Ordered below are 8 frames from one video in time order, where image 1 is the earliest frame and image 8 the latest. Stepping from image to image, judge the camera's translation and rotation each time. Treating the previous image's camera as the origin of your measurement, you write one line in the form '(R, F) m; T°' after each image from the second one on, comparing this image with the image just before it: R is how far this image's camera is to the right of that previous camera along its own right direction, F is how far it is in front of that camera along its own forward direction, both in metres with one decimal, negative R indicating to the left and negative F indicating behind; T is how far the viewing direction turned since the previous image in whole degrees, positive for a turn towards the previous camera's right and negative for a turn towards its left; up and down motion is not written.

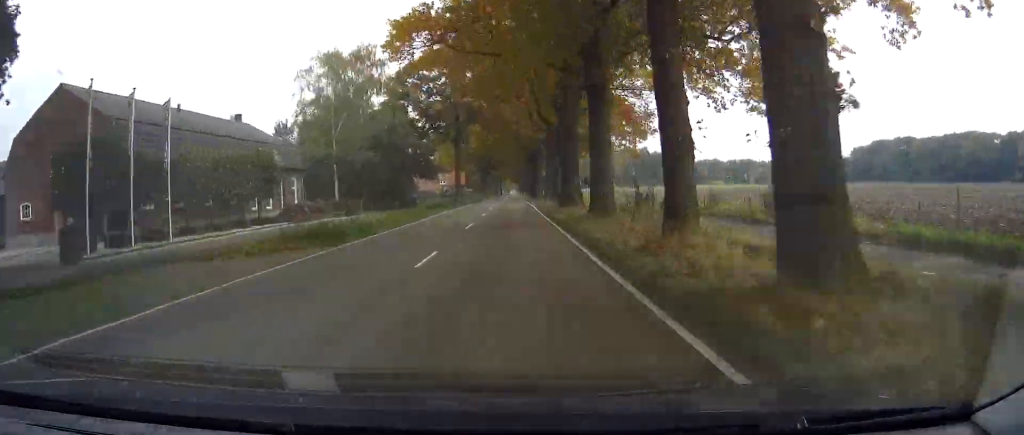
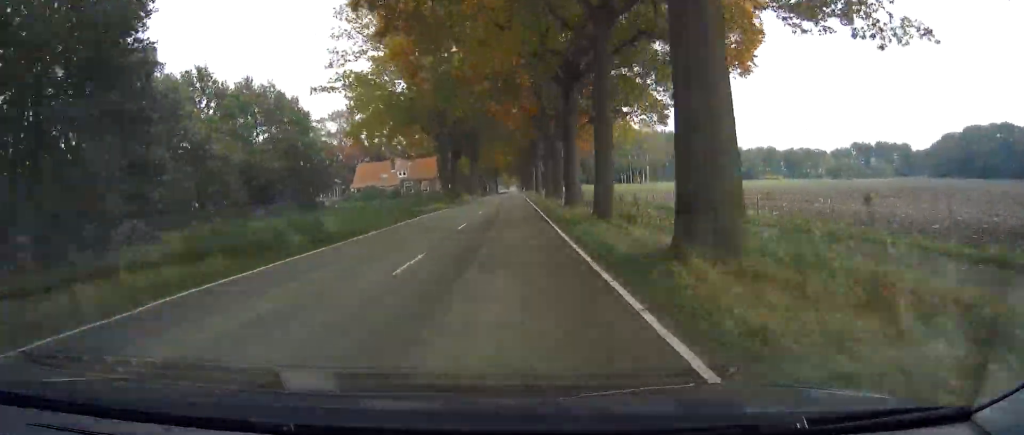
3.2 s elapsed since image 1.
(0.0, +73.0) m; 0°
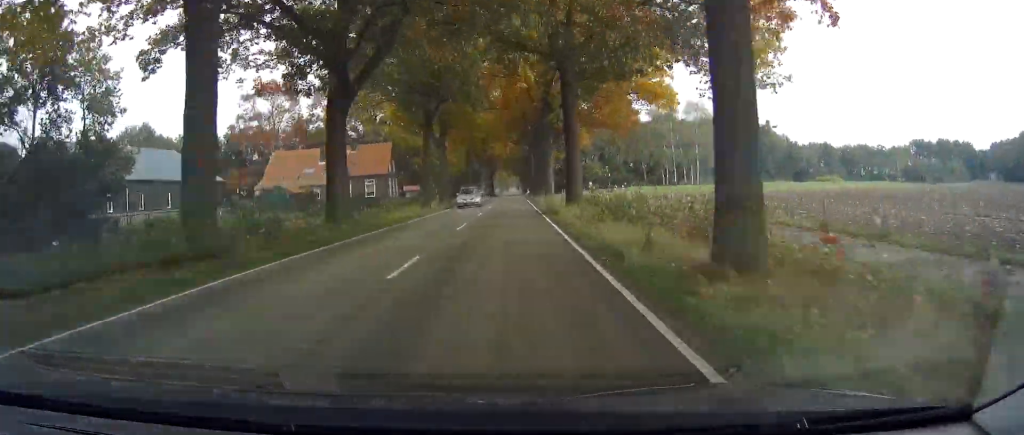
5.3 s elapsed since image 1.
(-0.3, +48.9) m; 0°
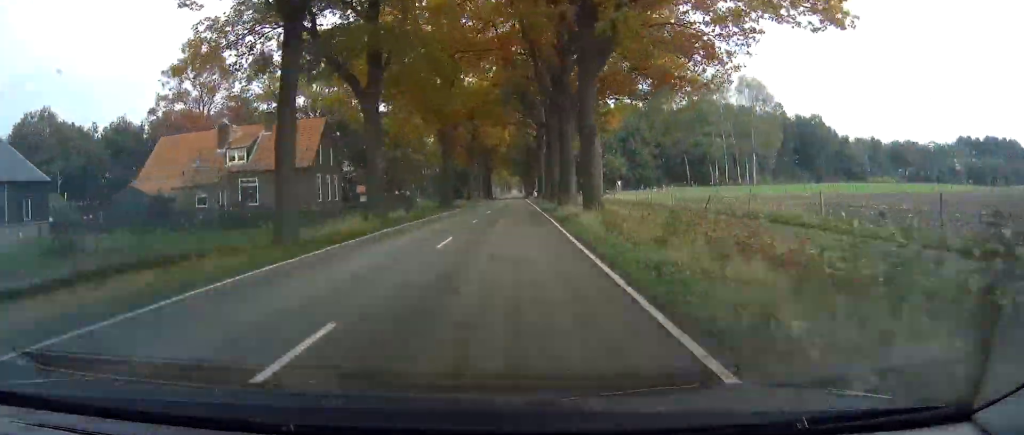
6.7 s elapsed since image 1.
(0.0, +30.7) m; 0°
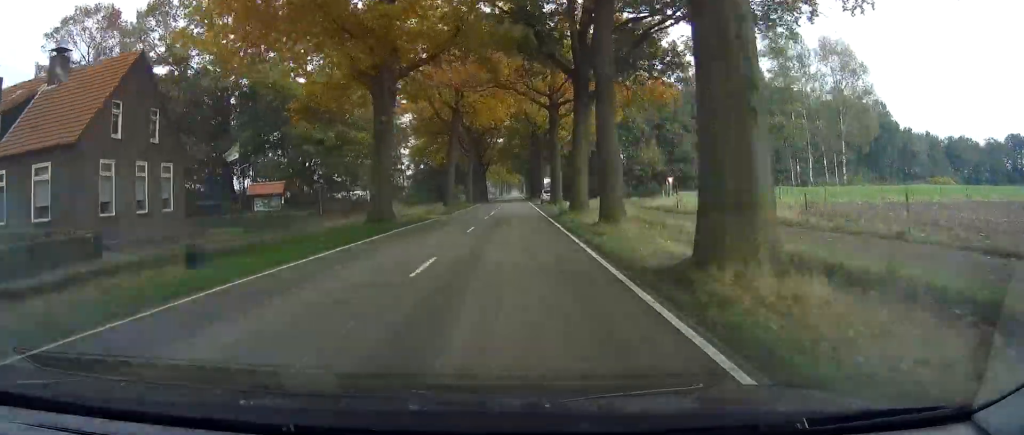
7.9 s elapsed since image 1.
(0.0, +29.4) m; 0°
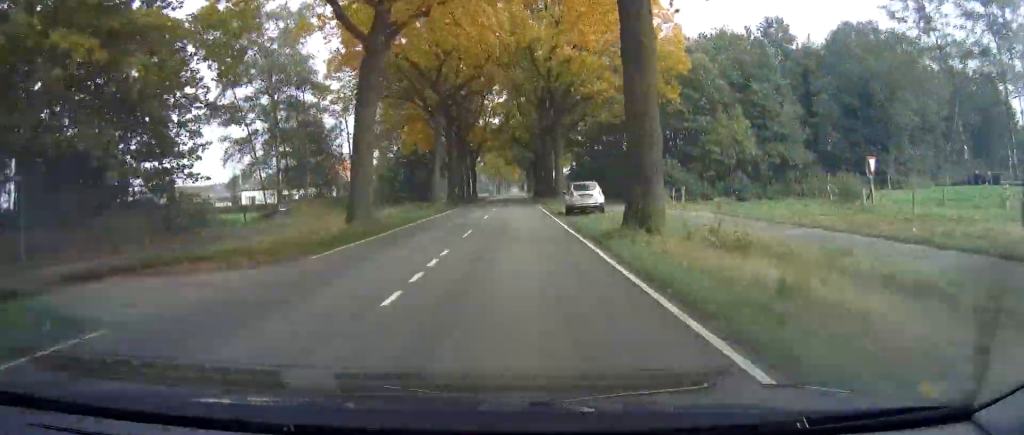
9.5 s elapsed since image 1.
(0.0, +35.8) m; 0°
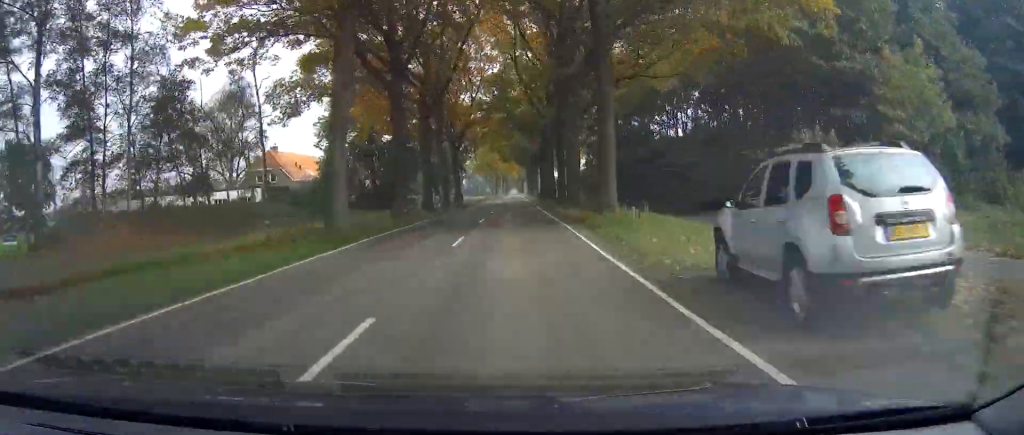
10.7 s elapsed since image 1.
(-0.1, +28.2) m; 0°
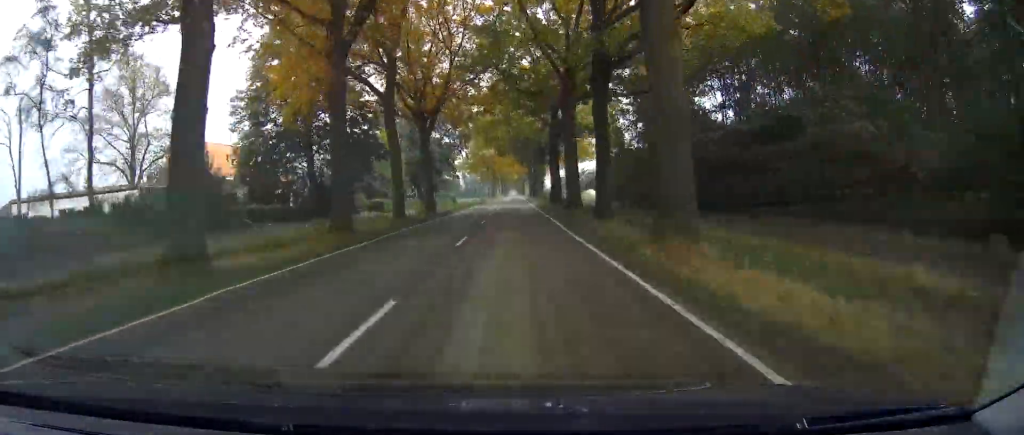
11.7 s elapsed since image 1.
(+0.1, +23.8) m; 0°
